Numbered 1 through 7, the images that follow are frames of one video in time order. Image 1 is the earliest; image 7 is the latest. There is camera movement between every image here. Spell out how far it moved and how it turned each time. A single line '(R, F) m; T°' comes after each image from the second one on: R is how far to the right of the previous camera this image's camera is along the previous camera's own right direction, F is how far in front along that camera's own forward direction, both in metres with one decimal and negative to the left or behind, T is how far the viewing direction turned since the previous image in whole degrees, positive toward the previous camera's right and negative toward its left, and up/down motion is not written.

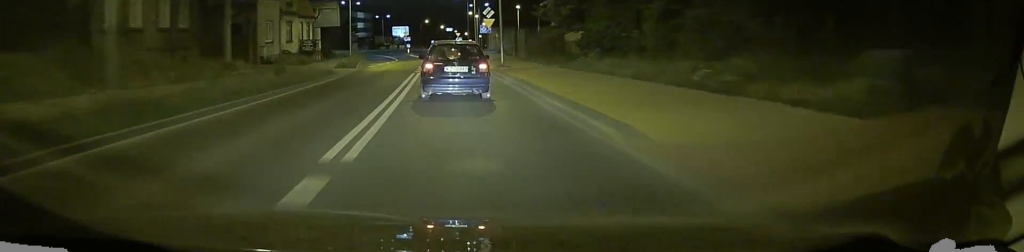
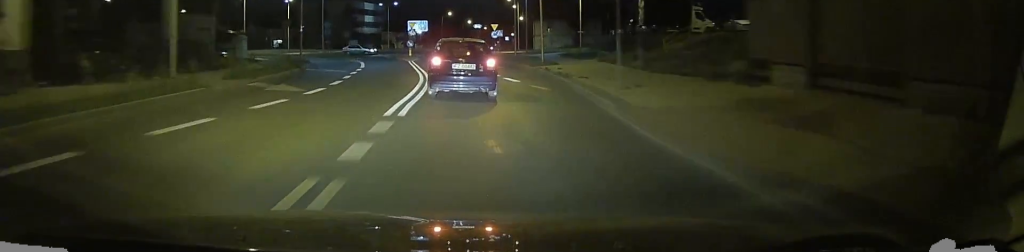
(-0.8, +39.5) m; -1°
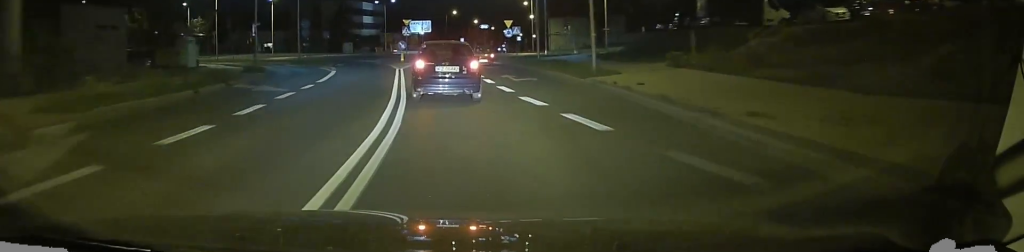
(0.0, +12.3) m; -1°
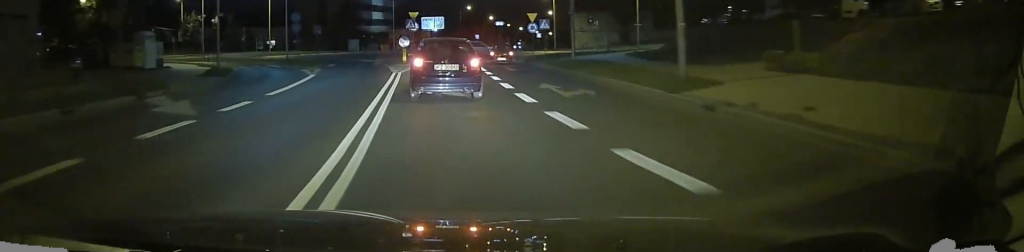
(-0.1, +7.8) m; -1°
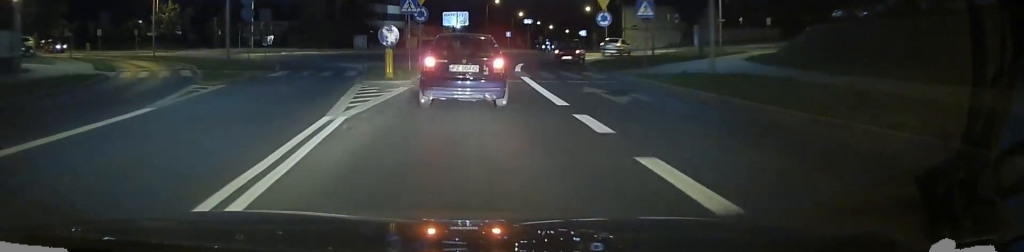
(-0.6, +16.4) m; -4°
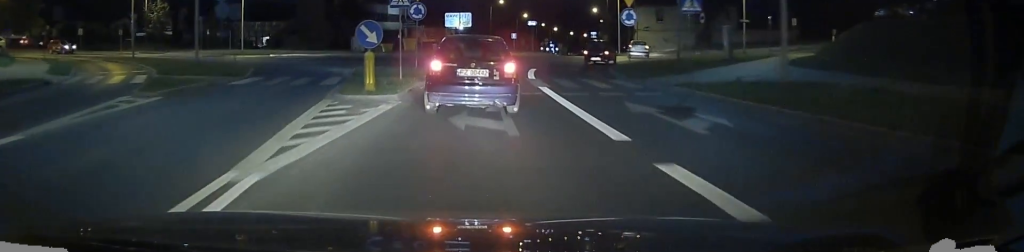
(0.0, +4.1) m; 0°
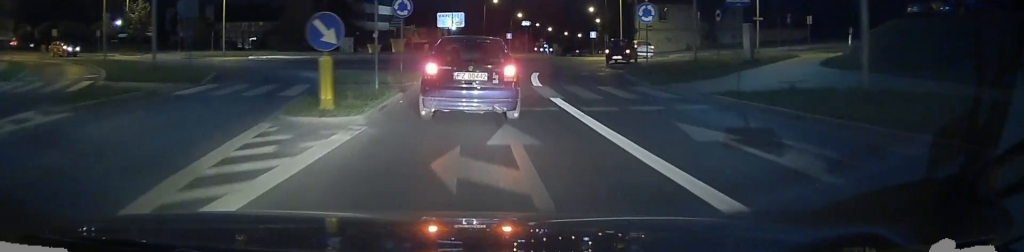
(0.0, +3.9) m; 0°
